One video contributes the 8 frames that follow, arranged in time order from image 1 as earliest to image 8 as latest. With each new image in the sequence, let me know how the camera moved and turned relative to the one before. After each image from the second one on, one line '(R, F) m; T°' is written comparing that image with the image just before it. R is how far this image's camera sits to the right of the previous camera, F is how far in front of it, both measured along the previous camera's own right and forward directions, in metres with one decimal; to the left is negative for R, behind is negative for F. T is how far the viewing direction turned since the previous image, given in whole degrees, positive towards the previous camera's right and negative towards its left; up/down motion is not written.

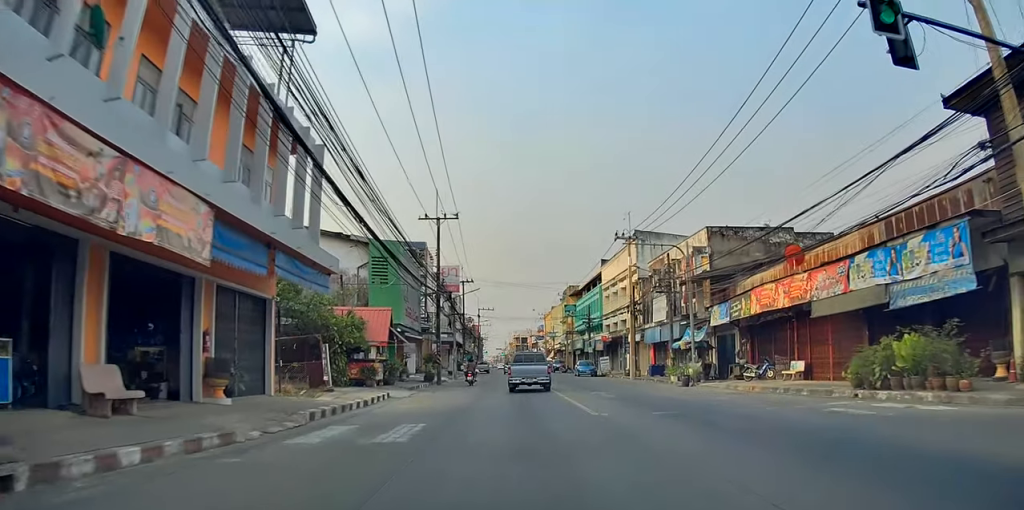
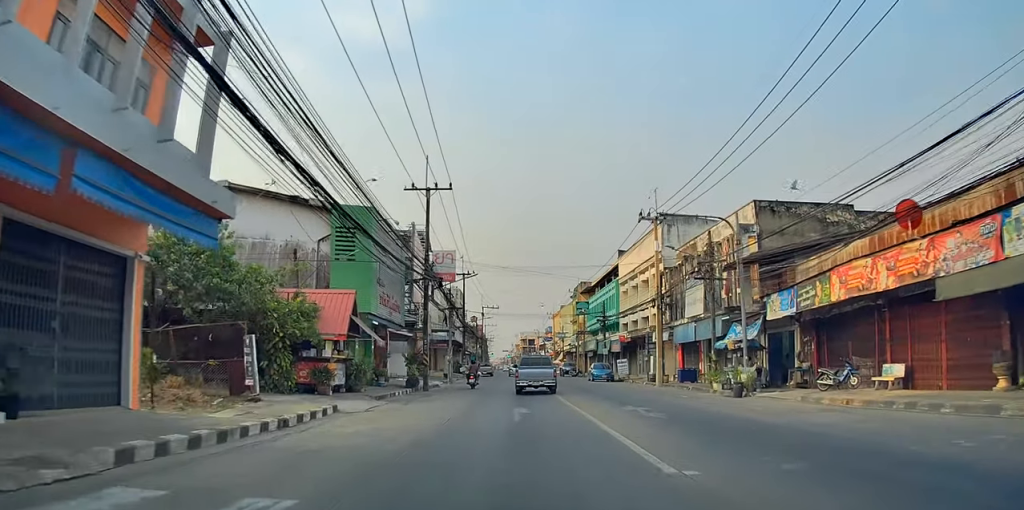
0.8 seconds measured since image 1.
(+0.3, +7.2) m; +3°
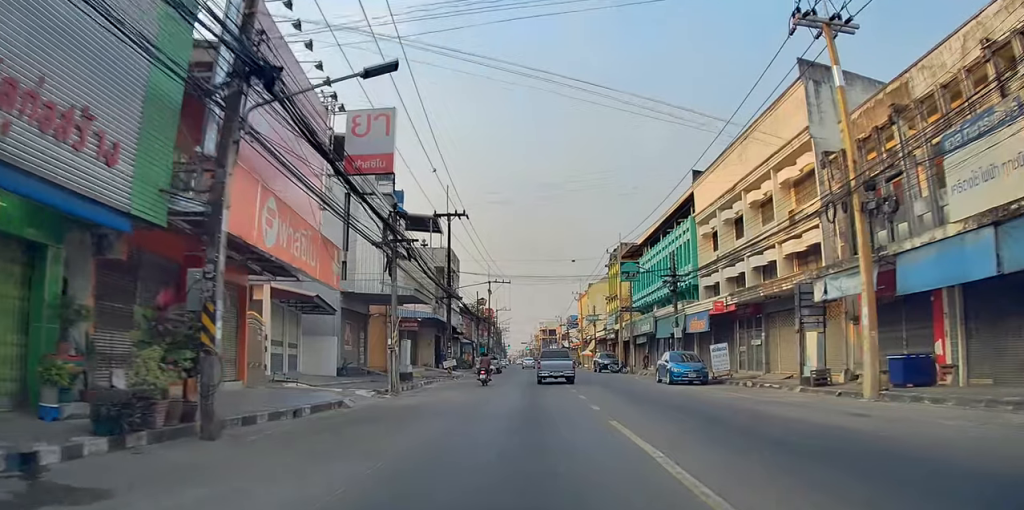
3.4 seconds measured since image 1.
(-0.6, +22.6) m; +1°
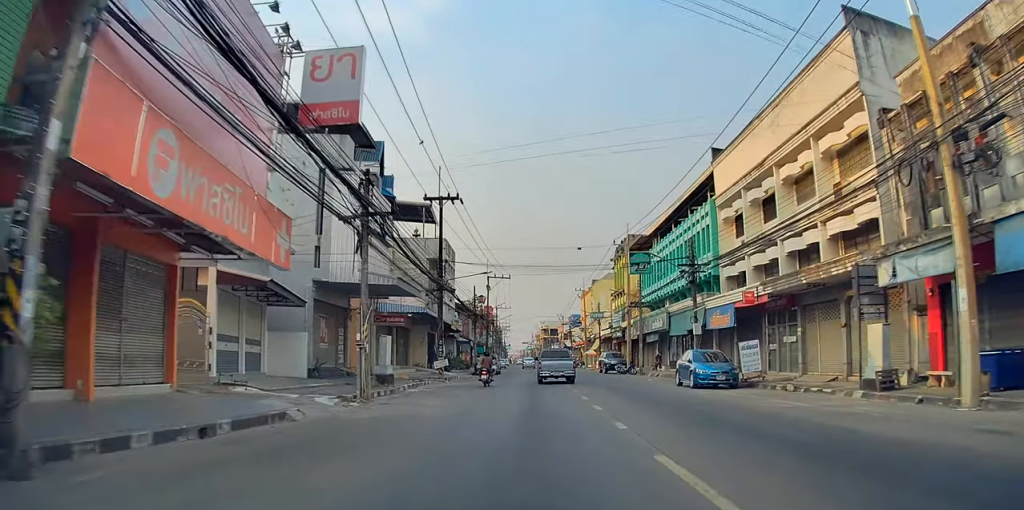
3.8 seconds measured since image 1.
(+0.6, +3.9) m; 0°
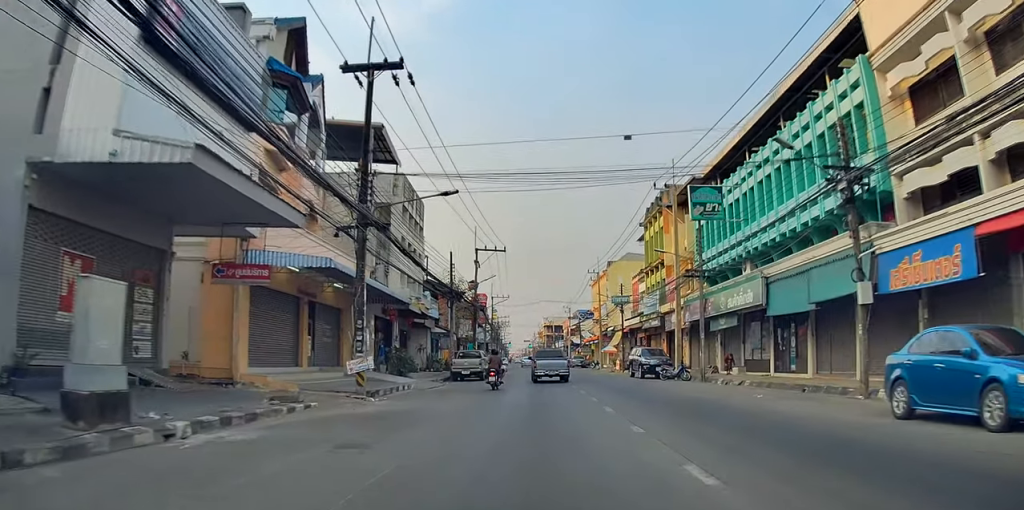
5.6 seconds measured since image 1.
(-0.4, +16.1) m; -1°
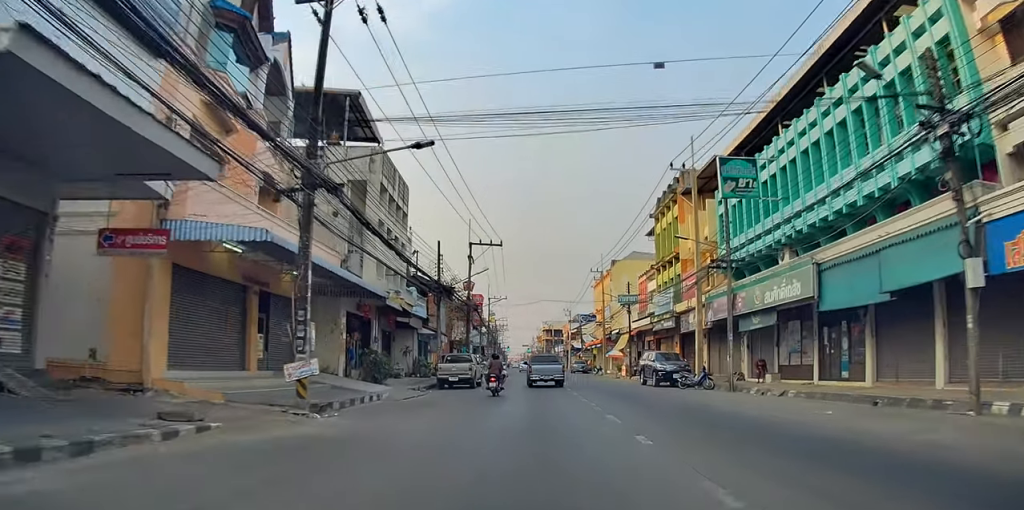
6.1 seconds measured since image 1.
(+0.7, +4.7) m; 0°
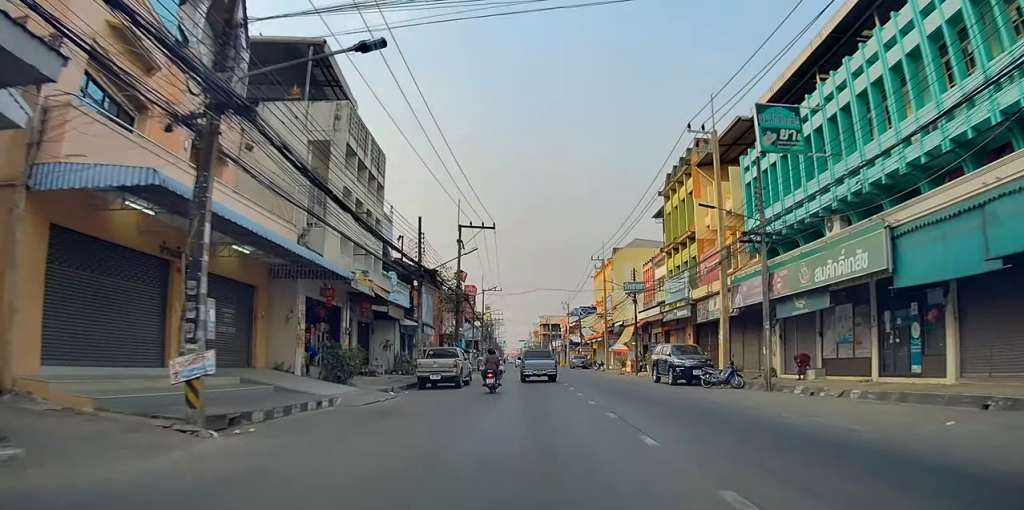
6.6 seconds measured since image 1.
(-0.4, +4.4) m; -1°
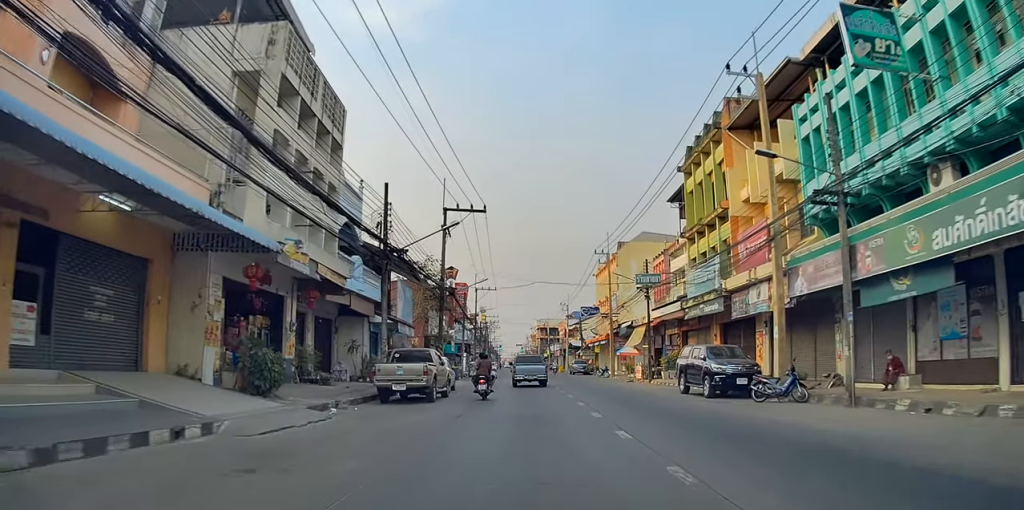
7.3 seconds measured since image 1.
(-0.7, +6.5) m; -2°
